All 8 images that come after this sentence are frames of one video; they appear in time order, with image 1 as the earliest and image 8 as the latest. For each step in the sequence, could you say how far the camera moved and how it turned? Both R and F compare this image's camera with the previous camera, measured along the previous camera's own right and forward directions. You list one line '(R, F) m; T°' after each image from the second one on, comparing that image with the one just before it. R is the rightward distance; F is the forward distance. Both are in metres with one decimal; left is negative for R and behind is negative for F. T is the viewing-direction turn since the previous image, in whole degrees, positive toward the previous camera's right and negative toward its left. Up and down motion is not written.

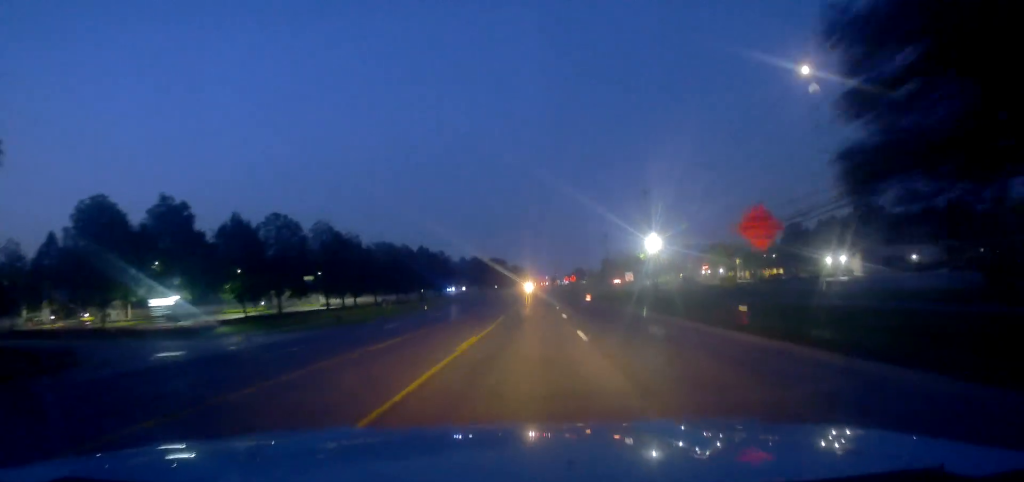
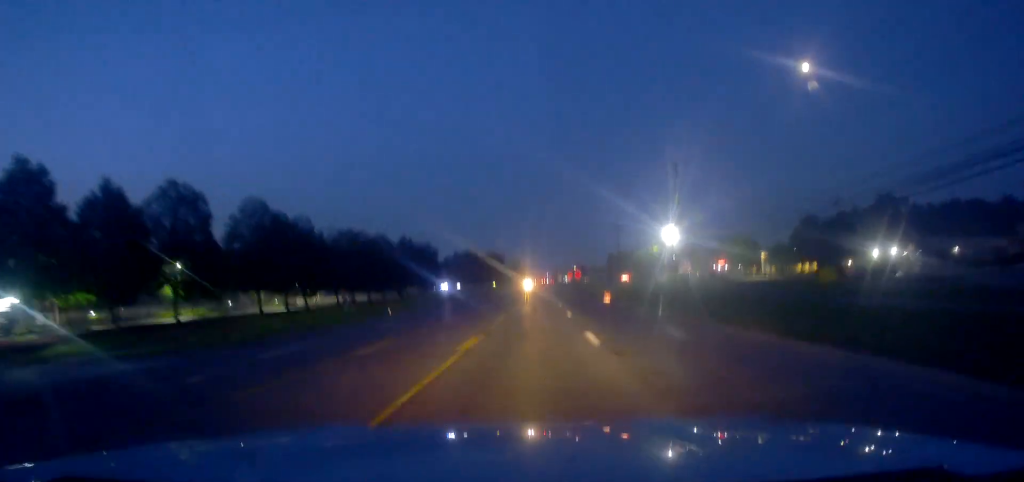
(-0.3, +17.0) m; -2°
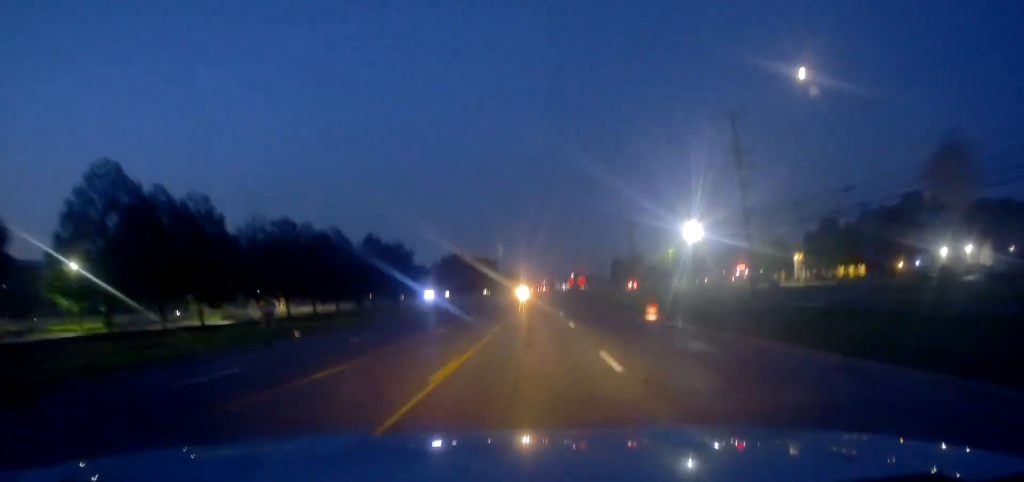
(-0.3, +19.9) m; 0°
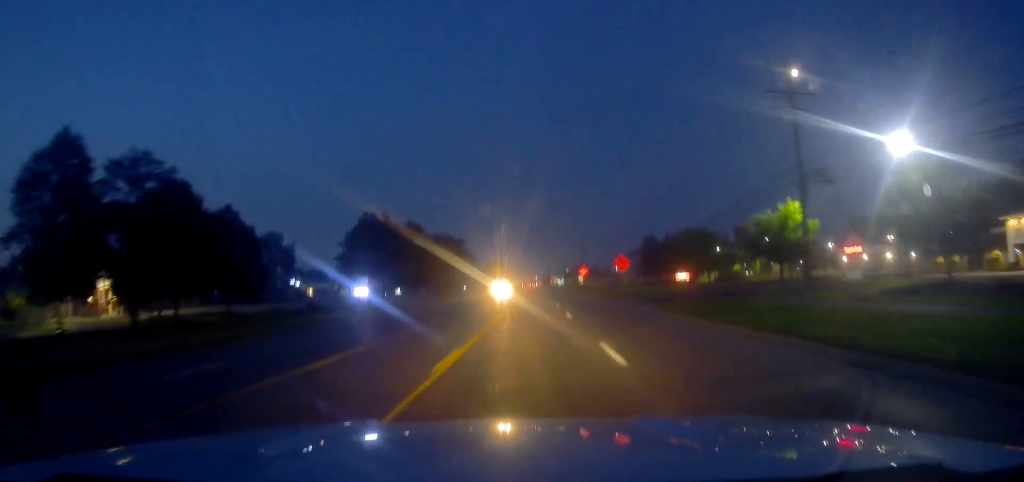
(+1.4, +62.1) m; +2°
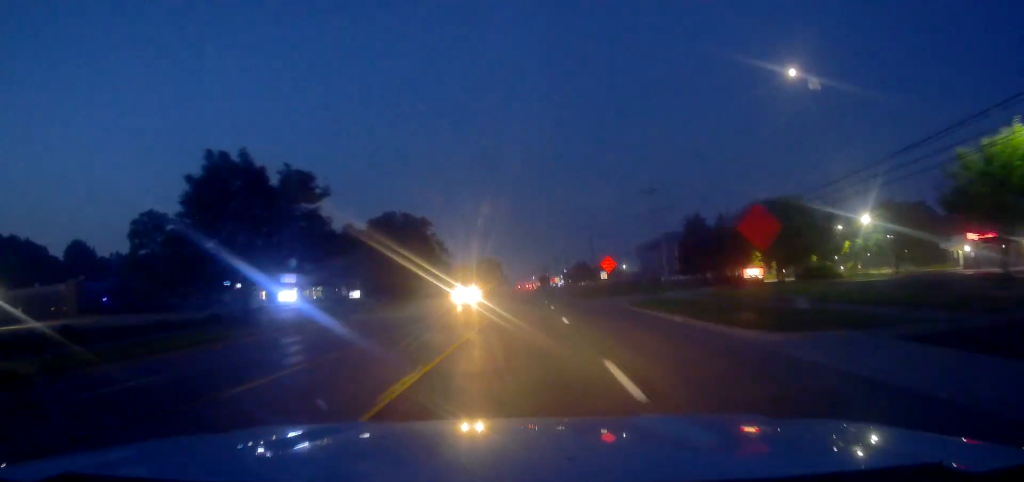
(+0.2, +33.8) m; 0°
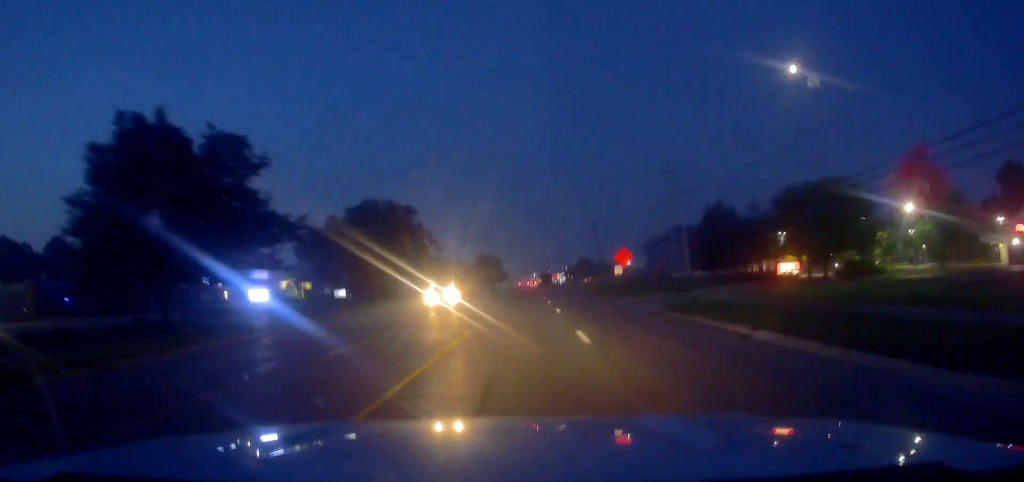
(+0.1, +9.9) m; -1°
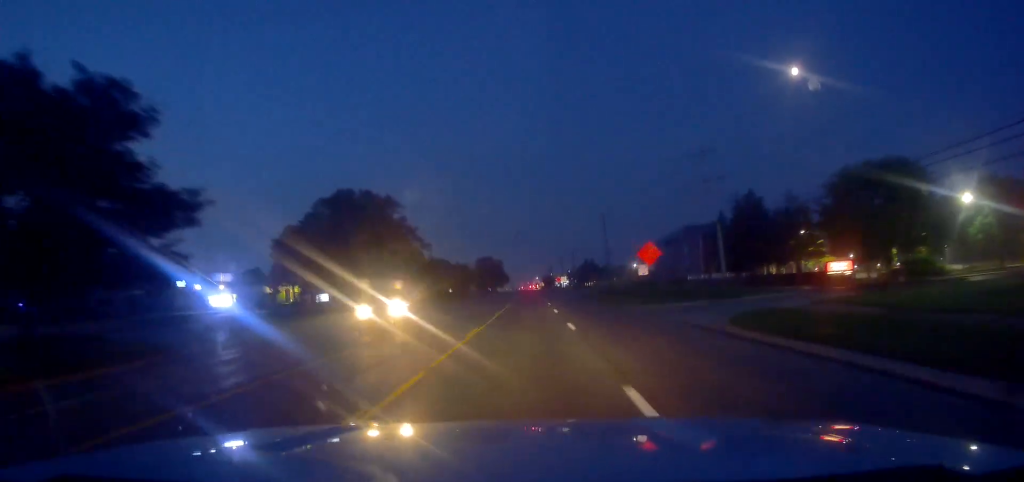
(0.0, +9.9) m; -1°
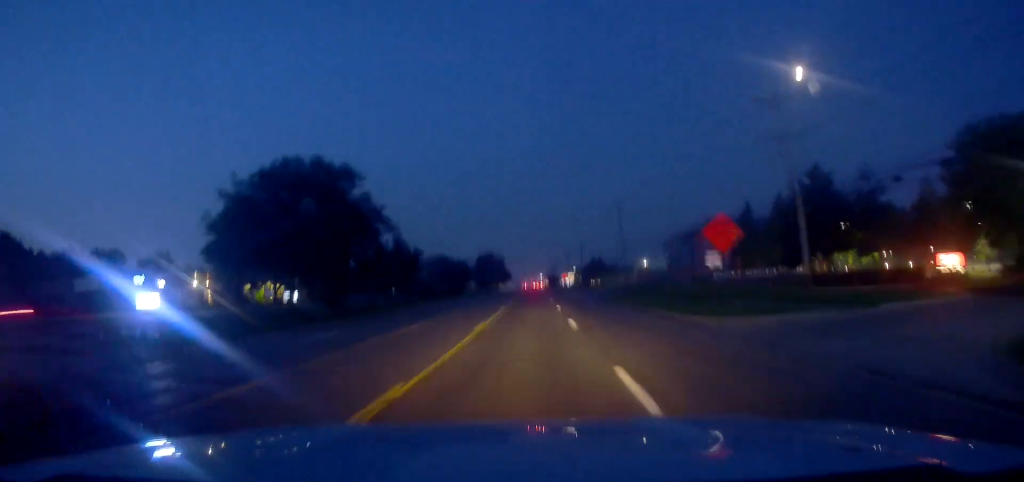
(-0.5, +14.2) m; 0°
